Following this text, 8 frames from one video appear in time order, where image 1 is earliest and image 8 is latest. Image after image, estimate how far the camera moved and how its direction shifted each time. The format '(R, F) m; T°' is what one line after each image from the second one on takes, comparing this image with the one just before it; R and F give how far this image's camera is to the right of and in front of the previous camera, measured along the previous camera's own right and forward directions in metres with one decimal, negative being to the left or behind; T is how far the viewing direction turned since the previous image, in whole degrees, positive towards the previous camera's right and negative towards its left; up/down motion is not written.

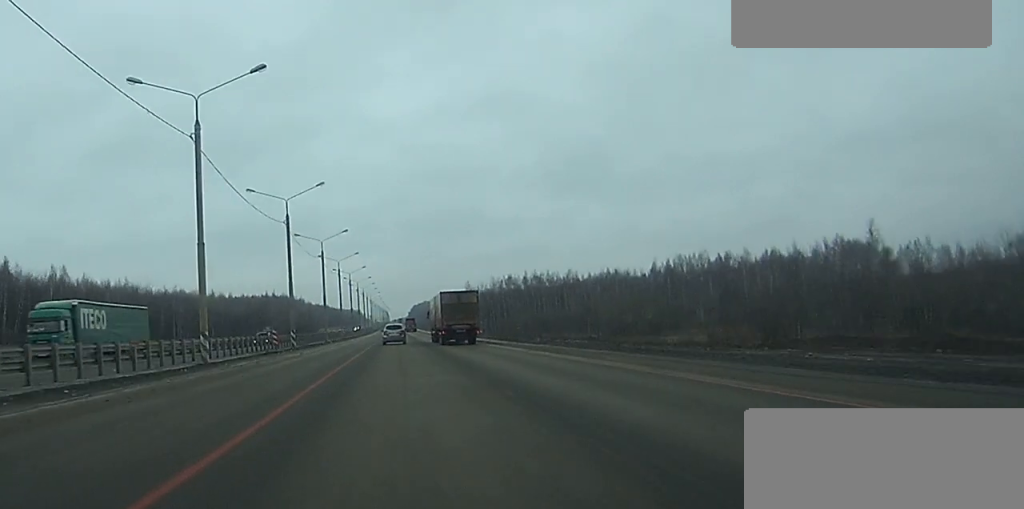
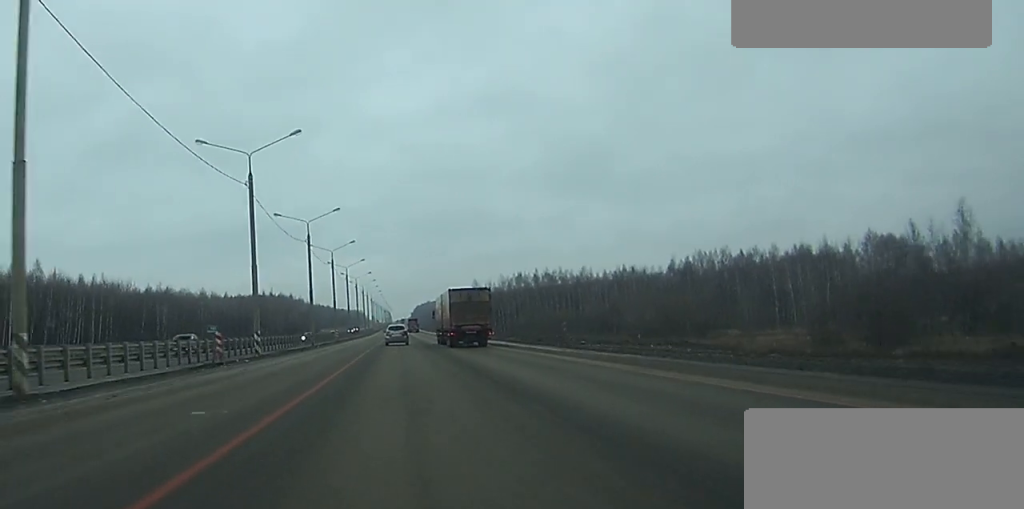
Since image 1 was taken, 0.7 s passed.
(-0.1, +19.2) m; 0°
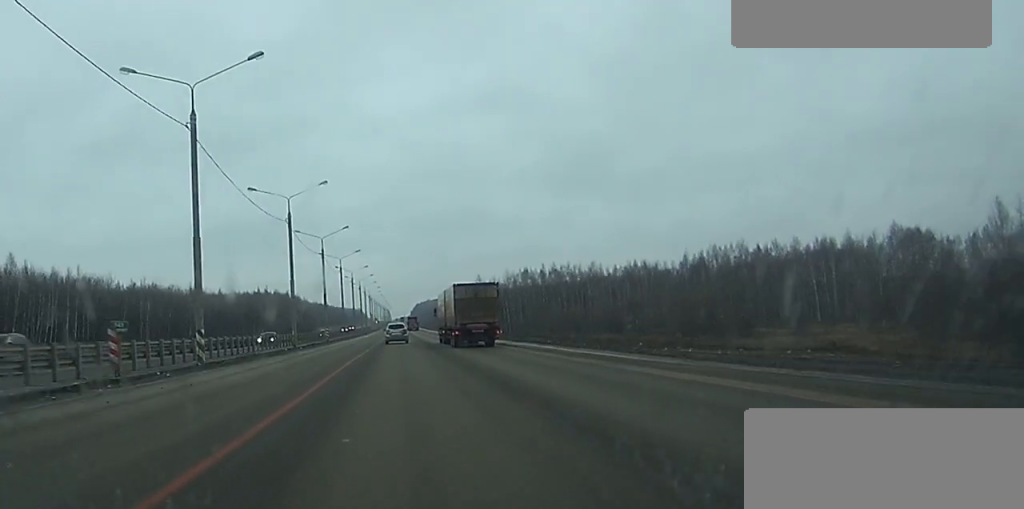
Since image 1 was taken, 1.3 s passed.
(0.0, +14.8) m; 0°
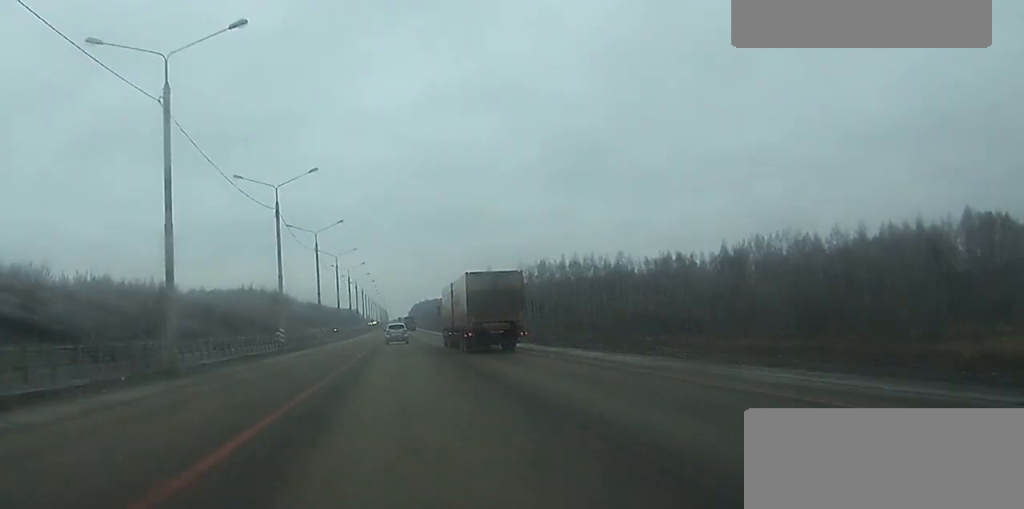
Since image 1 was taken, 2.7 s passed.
(0.0, +37.6) m; 0°
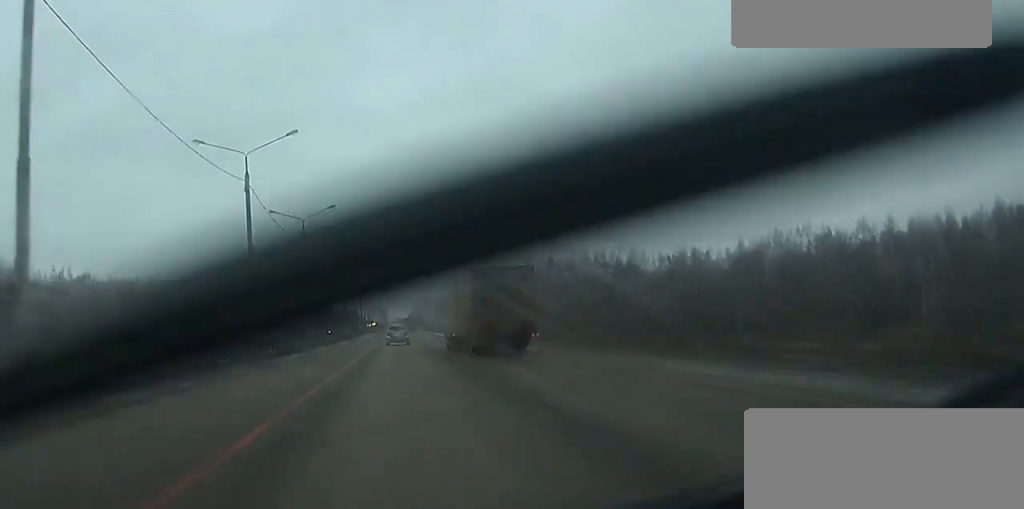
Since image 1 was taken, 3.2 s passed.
(0.0, +13.1) m; 0°
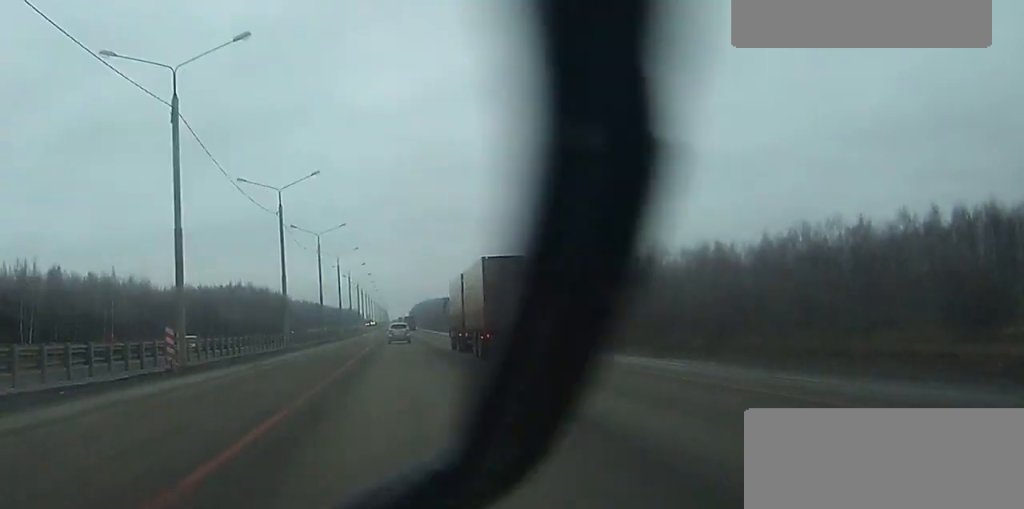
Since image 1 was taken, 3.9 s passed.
(0.0, +17.6) m; 0°
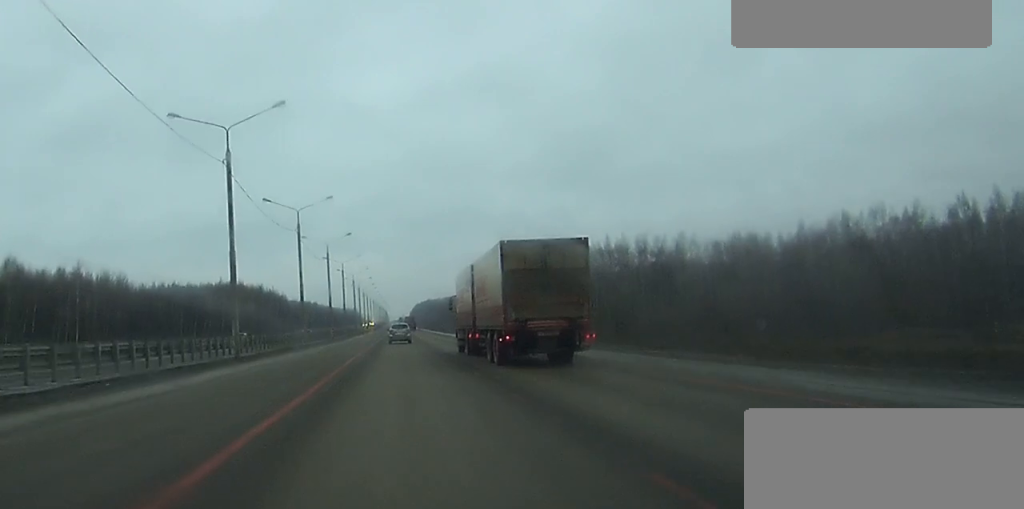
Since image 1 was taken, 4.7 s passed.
(0.0, +21.1) m; 0°
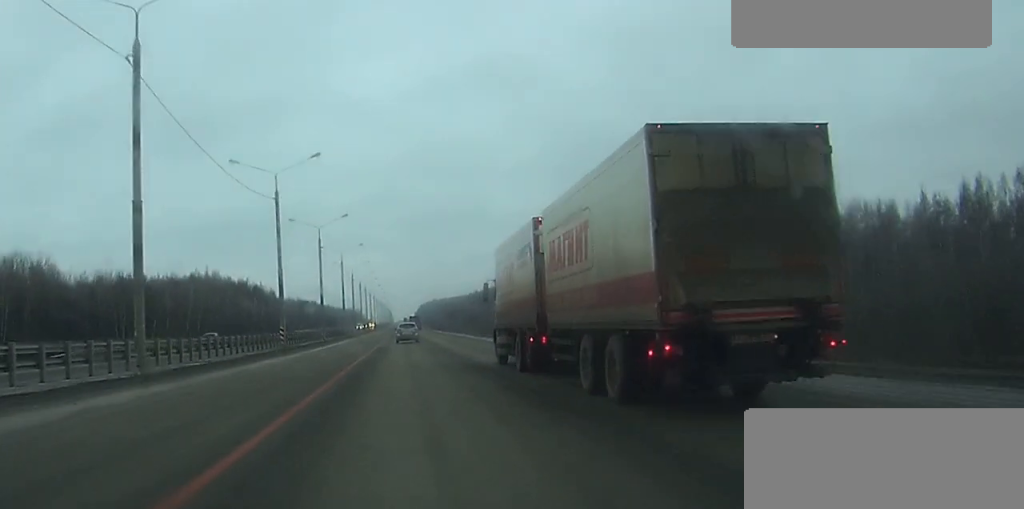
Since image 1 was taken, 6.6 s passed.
(-0.1, +51.6) m; 0°
